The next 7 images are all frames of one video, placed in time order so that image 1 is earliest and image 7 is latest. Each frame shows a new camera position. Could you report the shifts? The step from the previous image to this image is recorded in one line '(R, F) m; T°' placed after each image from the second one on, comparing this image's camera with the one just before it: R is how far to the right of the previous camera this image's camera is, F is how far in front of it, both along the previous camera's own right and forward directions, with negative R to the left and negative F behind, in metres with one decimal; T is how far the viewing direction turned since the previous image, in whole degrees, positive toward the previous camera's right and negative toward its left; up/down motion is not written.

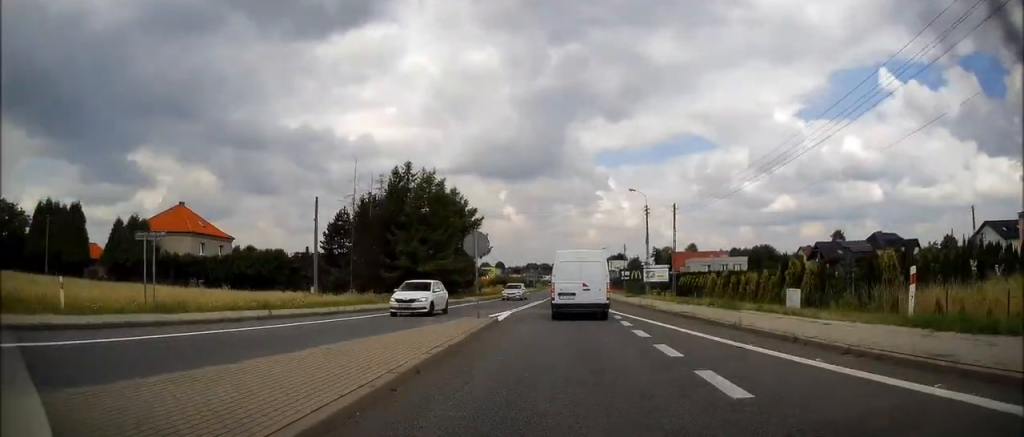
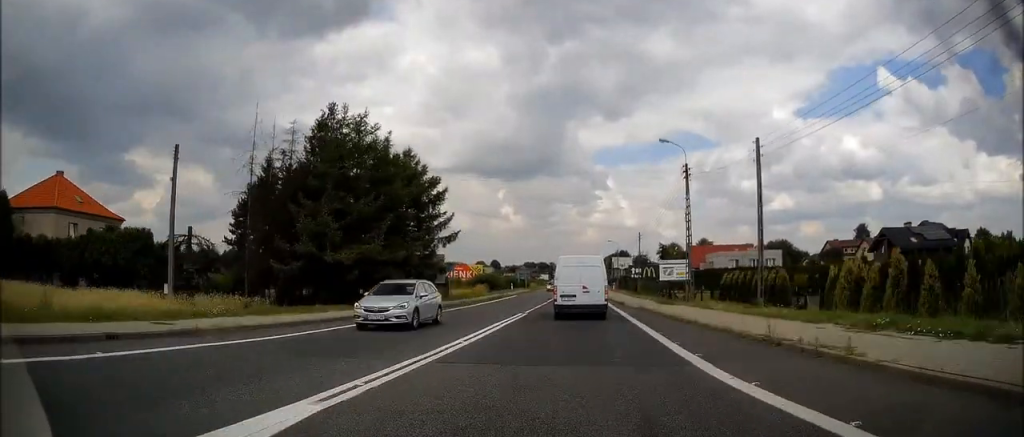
(-0.2, +22.2) m; -1°
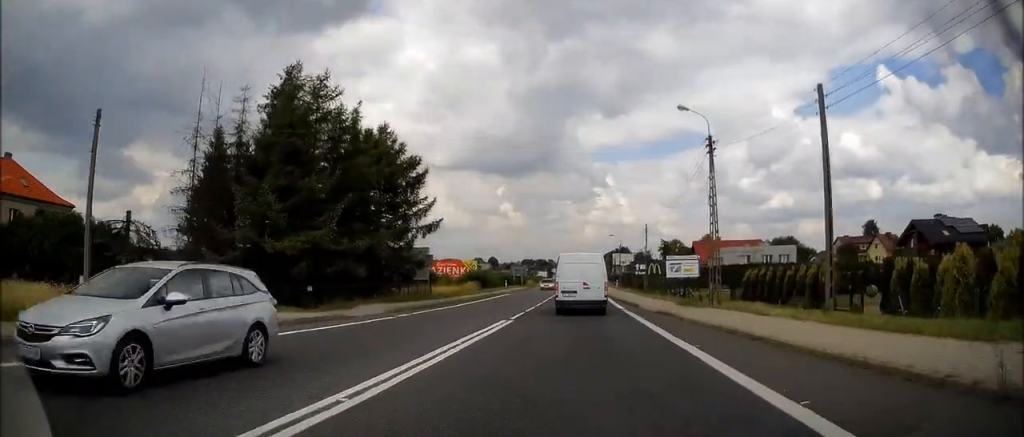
(0.0, +7.4) m; 0°
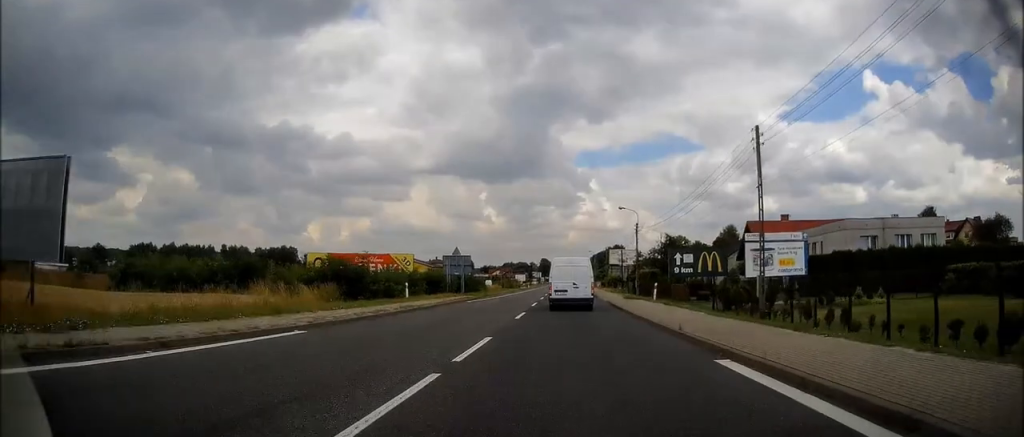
(+1.0, +45.9) m; +2°
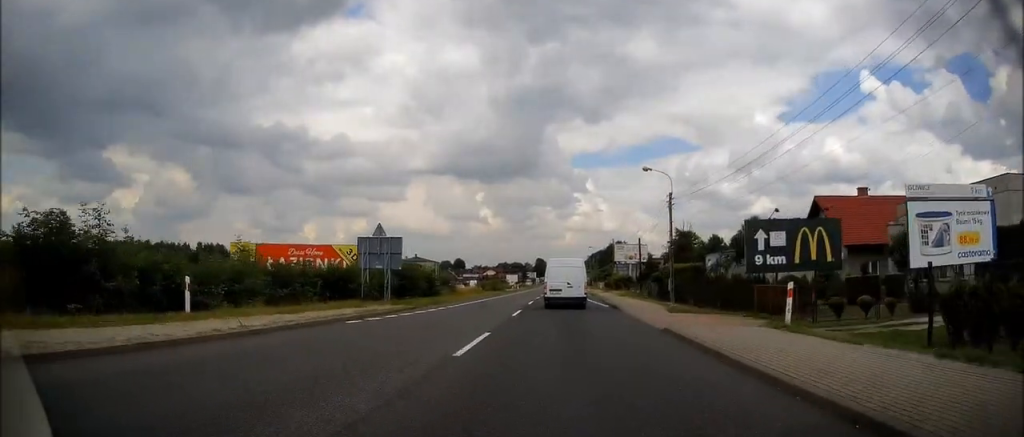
(-0.1, +22.7) m; 0°
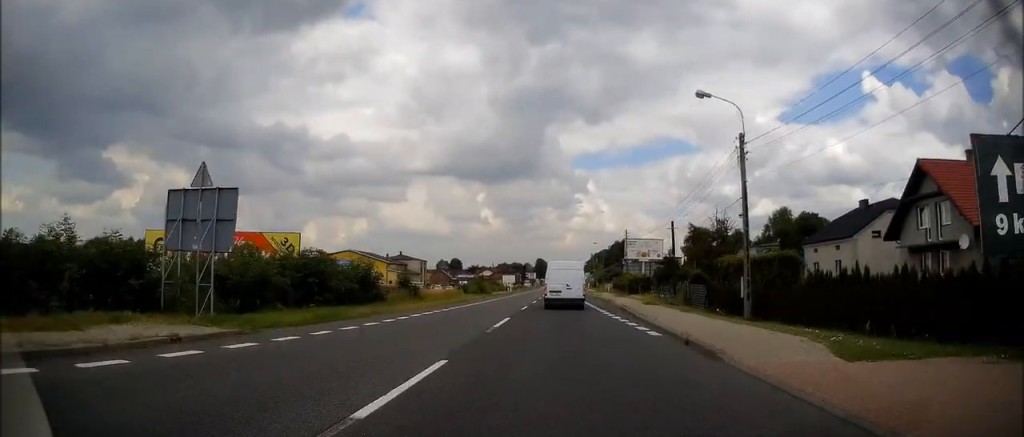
(0.0, +16.9) m; +1°
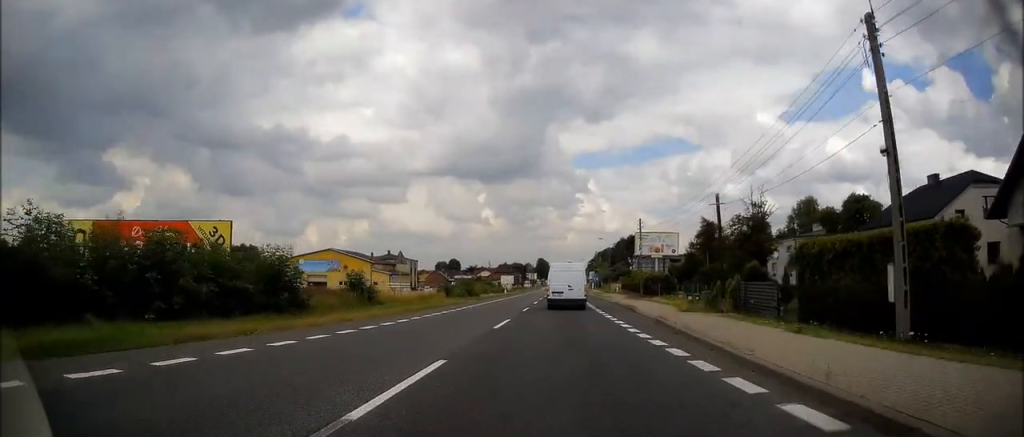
(+0.3, +12.2) m; 0°
